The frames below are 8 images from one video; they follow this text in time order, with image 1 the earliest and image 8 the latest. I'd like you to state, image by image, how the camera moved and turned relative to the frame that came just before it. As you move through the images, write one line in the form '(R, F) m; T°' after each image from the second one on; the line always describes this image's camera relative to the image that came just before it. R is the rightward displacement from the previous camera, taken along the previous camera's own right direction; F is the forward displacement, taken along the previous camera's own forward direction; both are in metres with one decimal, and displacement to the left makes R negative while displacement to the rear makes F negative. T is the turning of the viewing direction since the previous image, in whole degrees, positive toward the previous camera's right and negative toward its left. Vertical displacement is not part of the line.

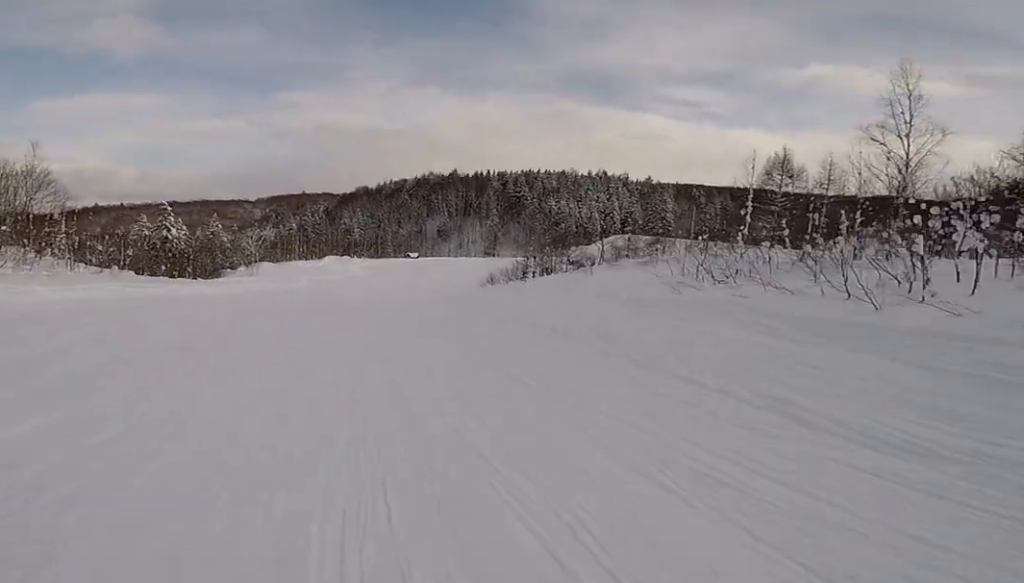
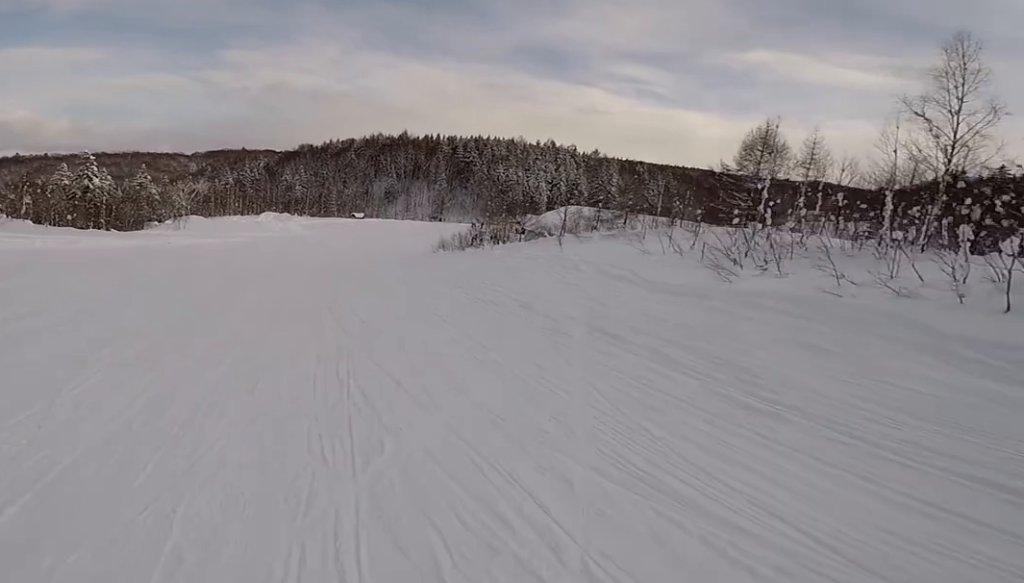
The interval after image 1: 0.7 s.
(-0.7, +4.9) m; +1°
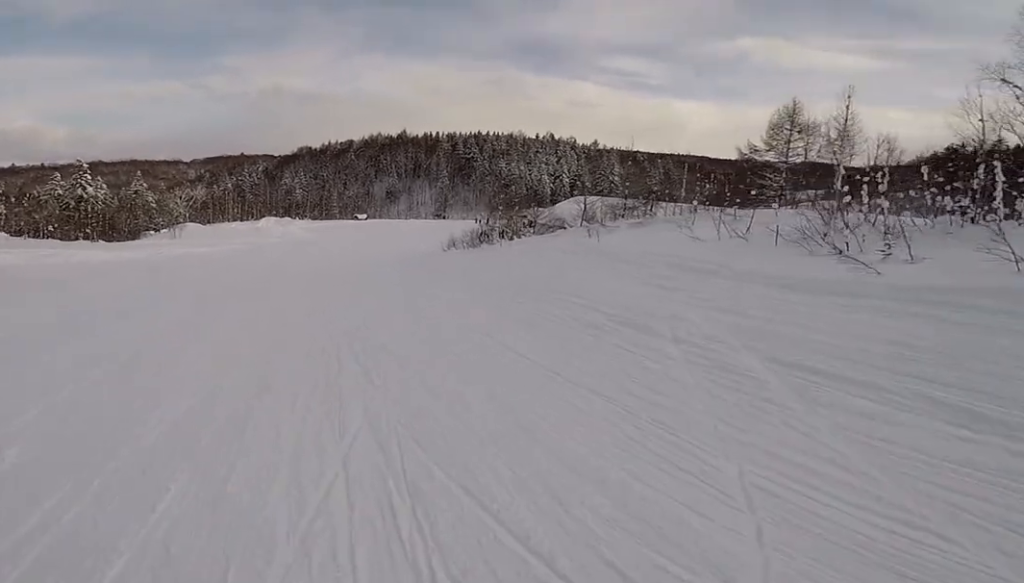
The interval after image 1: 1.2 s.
(+0.7, +3.7) m; +6°
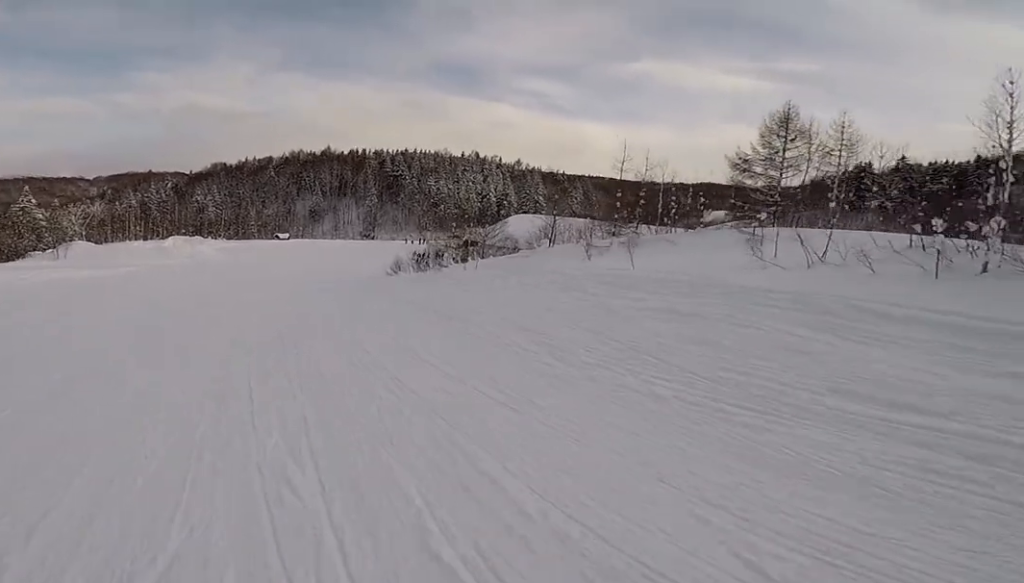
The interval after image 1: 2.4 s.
(+0.6, +8.3) m; +4°
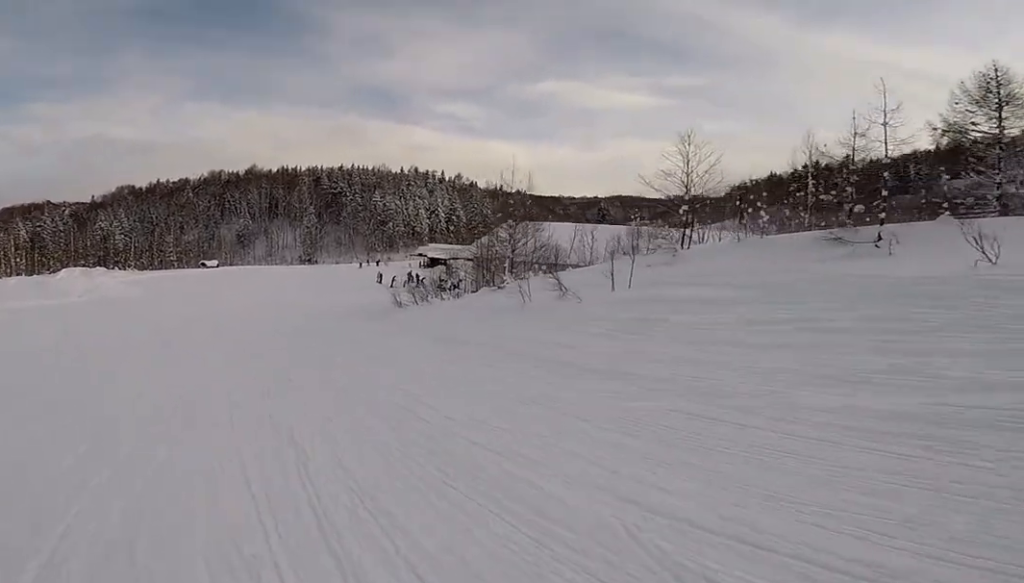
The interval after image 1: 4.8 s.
(0.0, +18.6) m; 0°
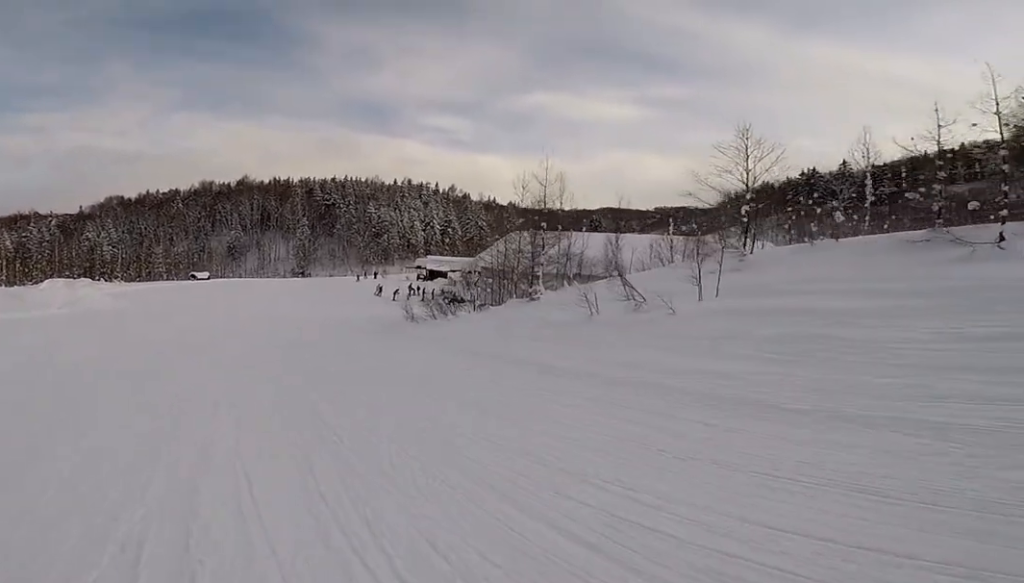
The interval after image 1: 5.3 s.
(0.0, +3.8) m; 0°
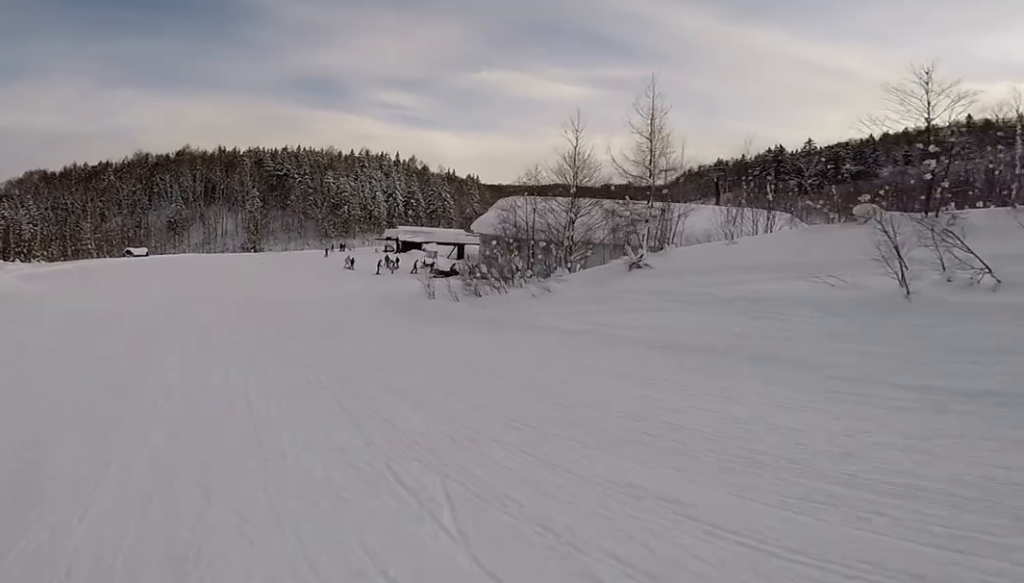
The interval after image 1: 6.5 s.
(0.0, +9.0) m; +1°
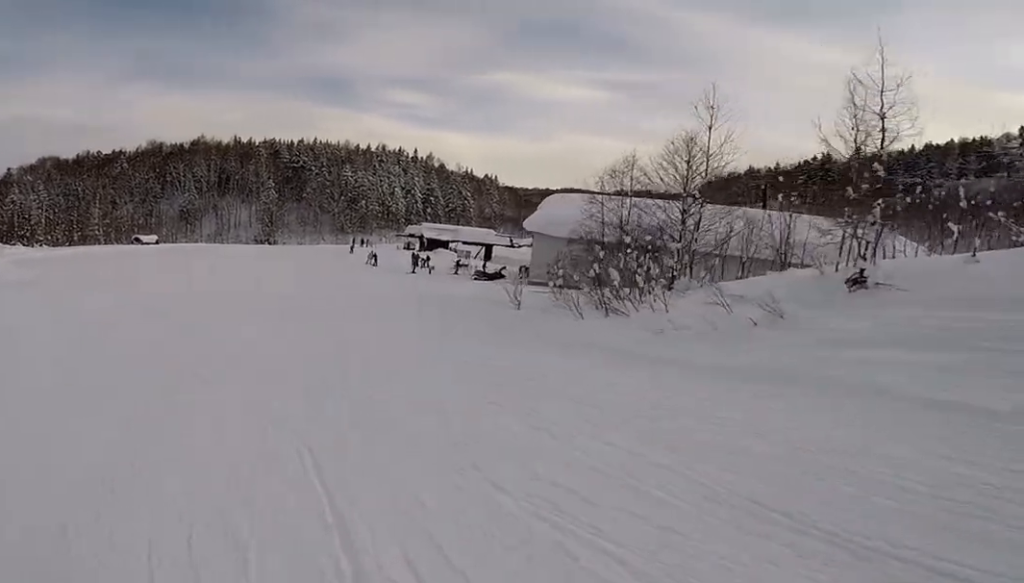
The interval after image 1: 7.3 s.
(+0.1, +6.3) m; +6°
